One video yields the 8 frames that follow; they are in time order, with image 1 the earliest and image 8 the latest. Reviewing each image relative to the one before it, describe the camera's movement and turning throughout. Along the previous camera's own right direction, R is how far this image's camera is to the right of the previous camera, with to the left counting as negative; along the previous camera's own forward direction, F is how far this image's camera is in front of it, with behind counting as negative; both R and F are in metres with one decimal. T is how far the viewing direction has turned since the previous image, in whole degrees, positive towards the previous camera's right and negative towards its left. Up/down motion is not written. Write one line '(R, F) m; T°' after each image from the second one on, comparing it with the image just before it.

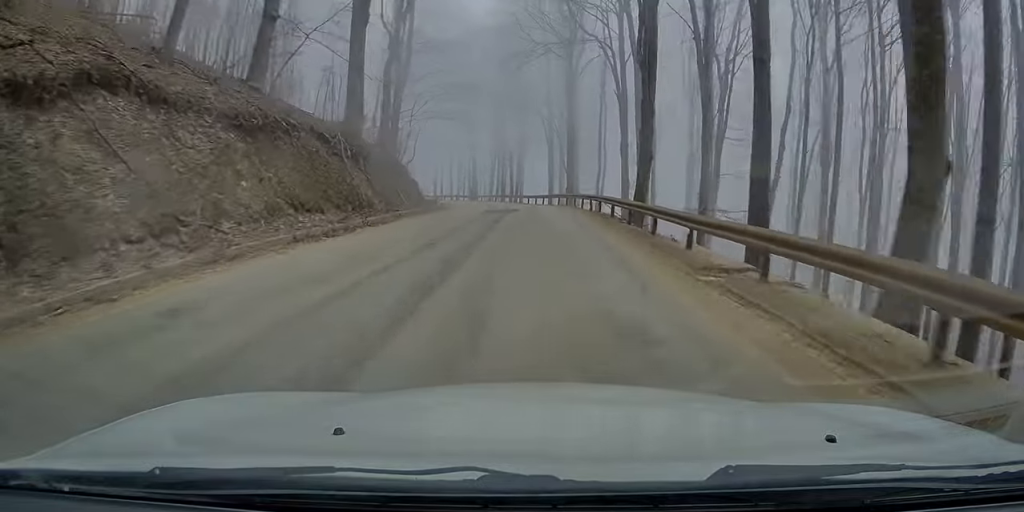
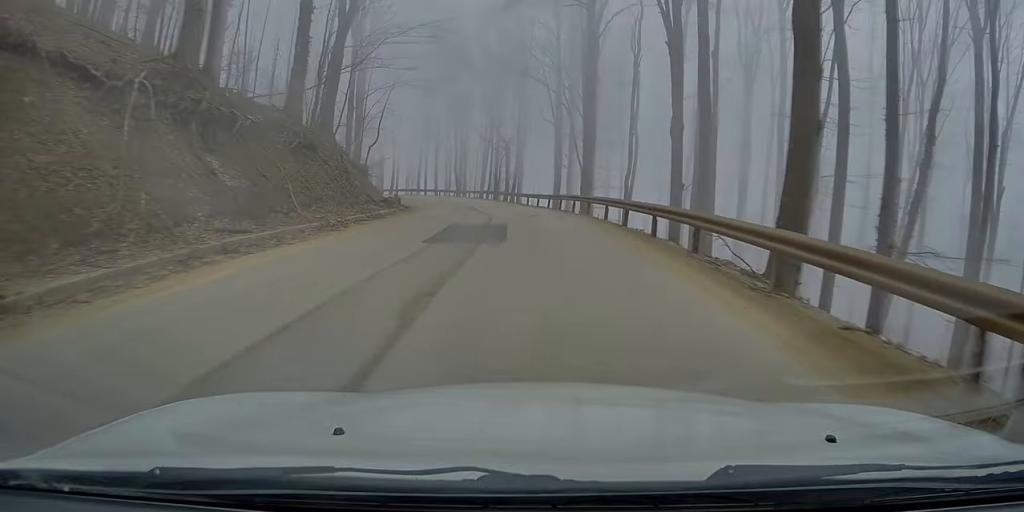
(+0.2, +15.5) m; 0°
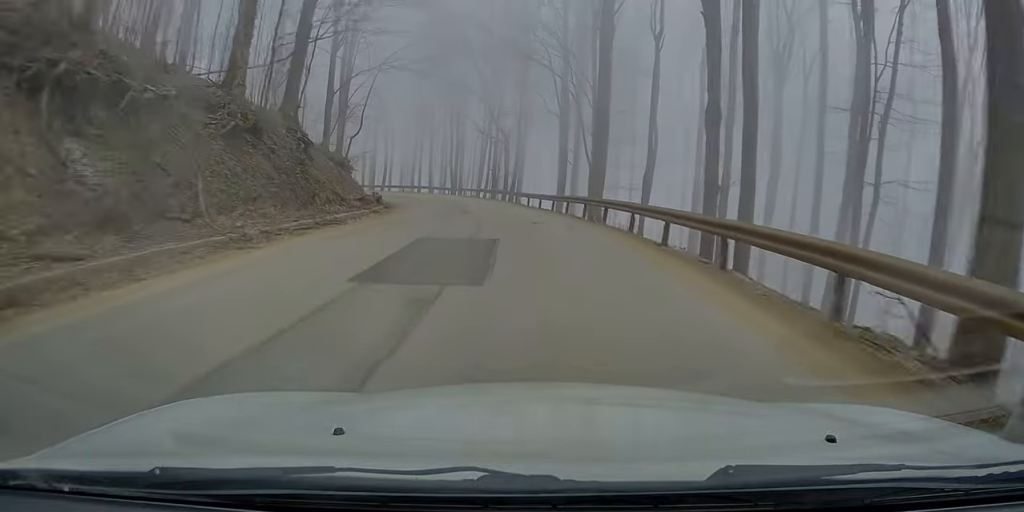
(+0.1, +5.4) m; 0°
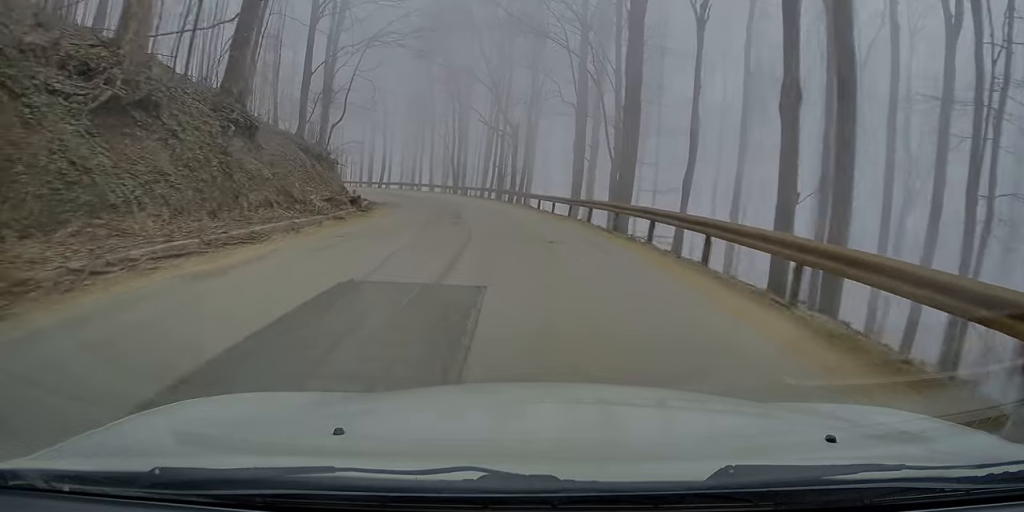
(-0.2, +6.2) m; -1°
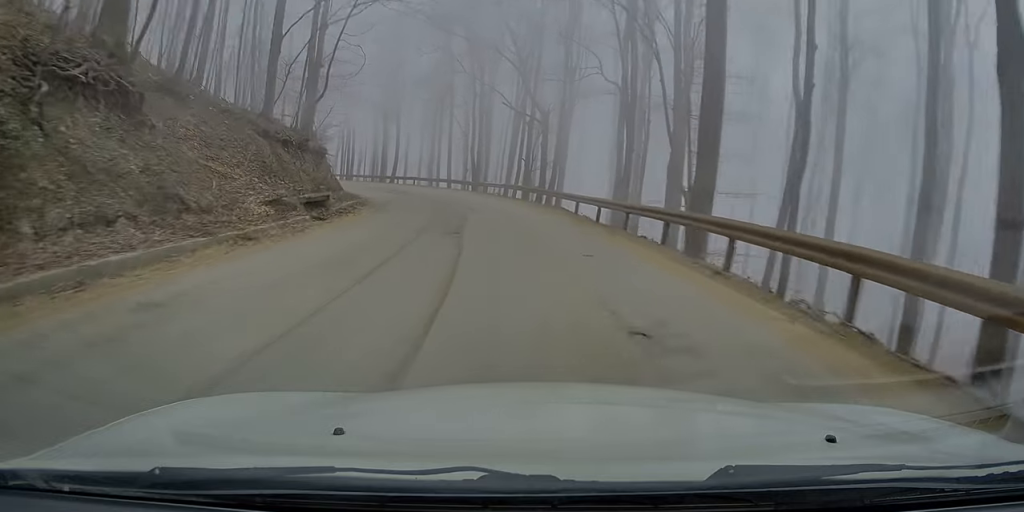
(-0.1, +8.0) m; -1°
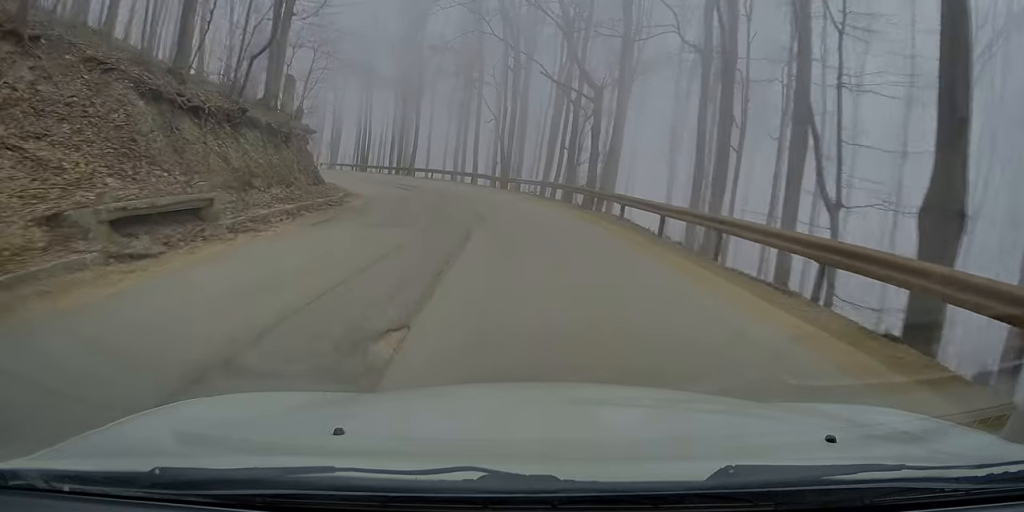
(0.0, +9.4) m; -1°
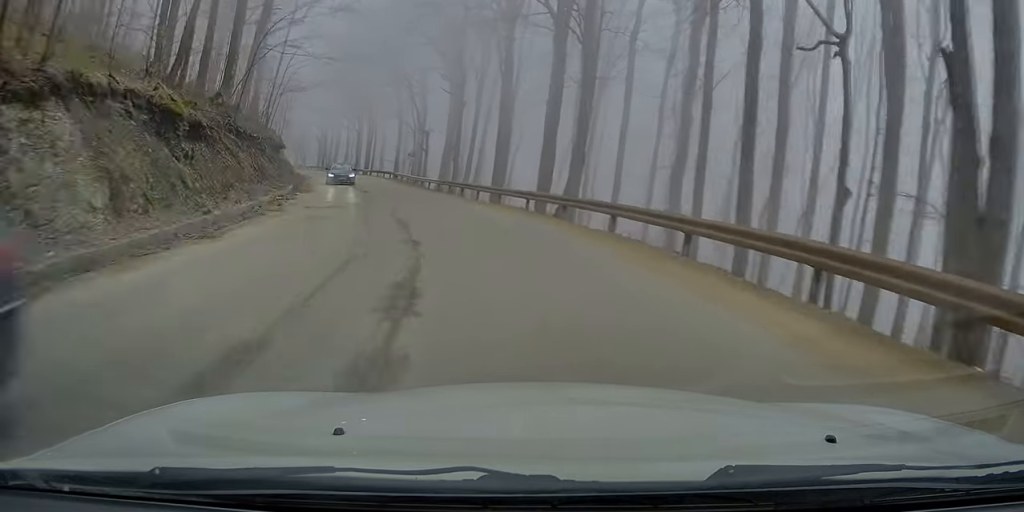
(-3.4, +31.8) m; -15°
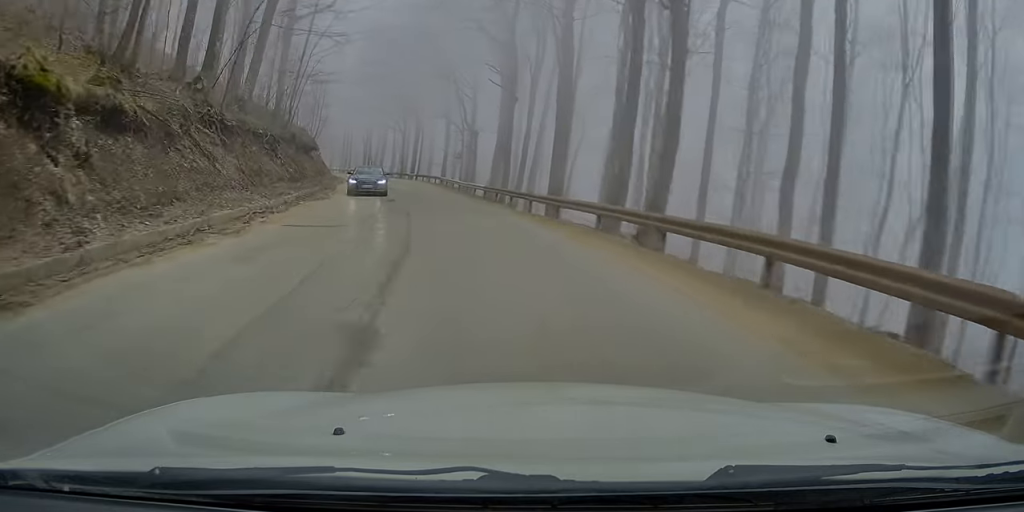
(-0.1, +6.3) m; -4°
